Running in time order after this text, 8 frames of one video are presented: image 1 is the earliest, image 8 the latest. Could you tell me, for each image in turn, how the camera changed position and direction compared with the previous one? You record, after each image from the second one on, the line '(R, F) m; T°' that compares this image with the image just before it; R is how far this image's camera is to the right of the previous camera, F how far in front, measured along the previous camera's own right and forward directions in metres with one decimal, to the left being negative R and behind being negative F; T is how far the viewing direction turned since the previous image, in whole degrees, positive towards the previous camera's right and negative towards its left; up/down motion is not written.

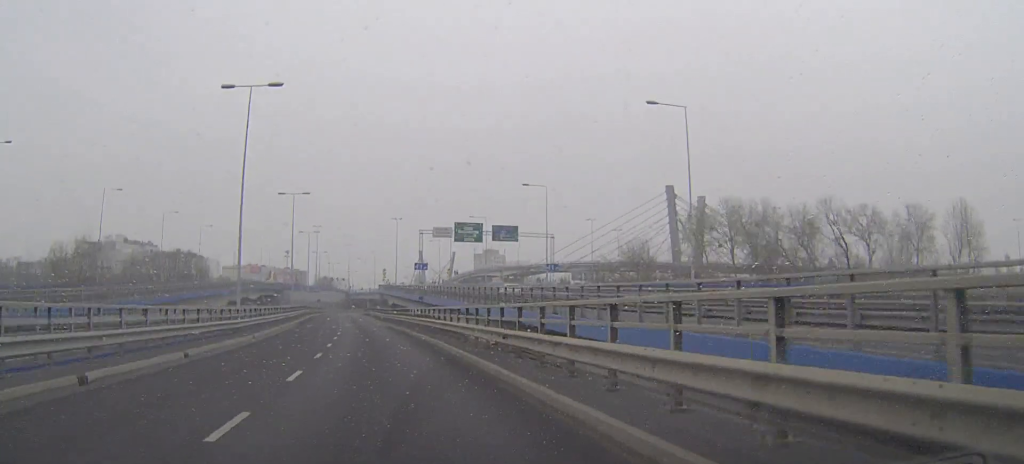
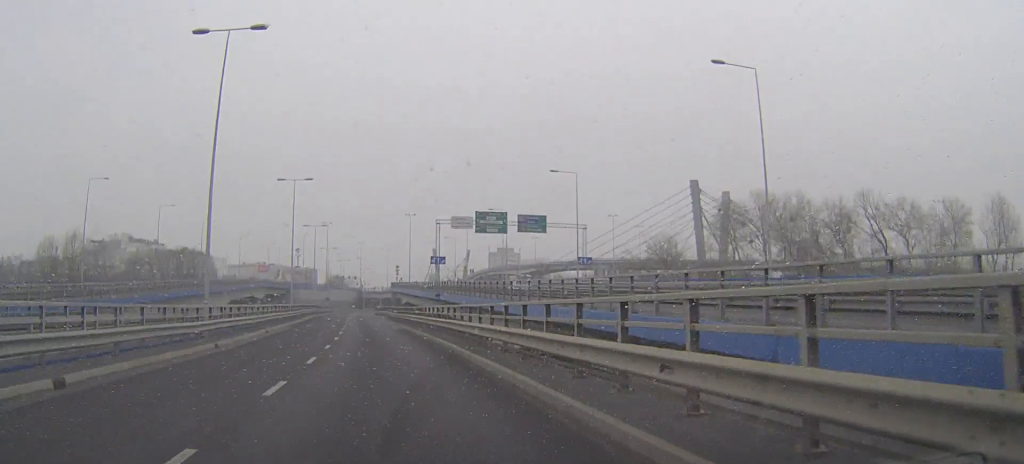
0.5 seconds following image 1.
(0.0, +8.7) m; -1°
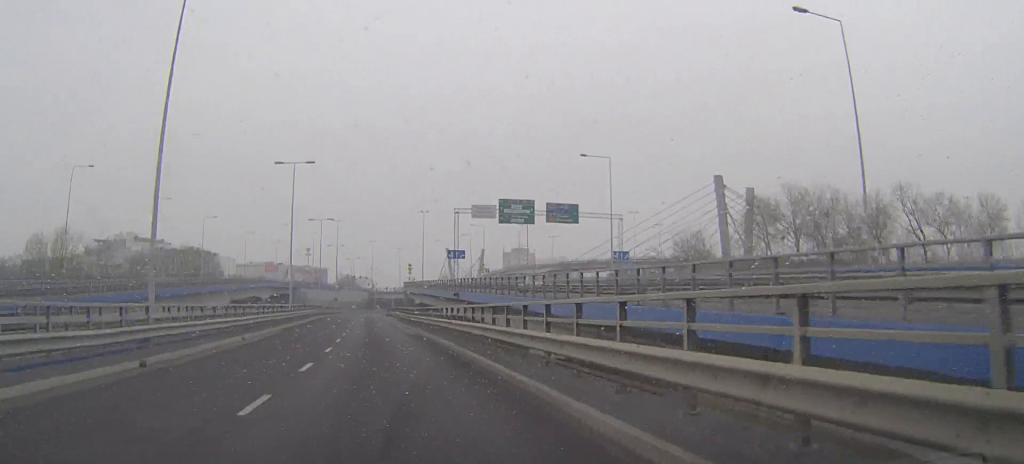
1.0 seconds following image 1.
(-0.1, +7.4) m; -1°
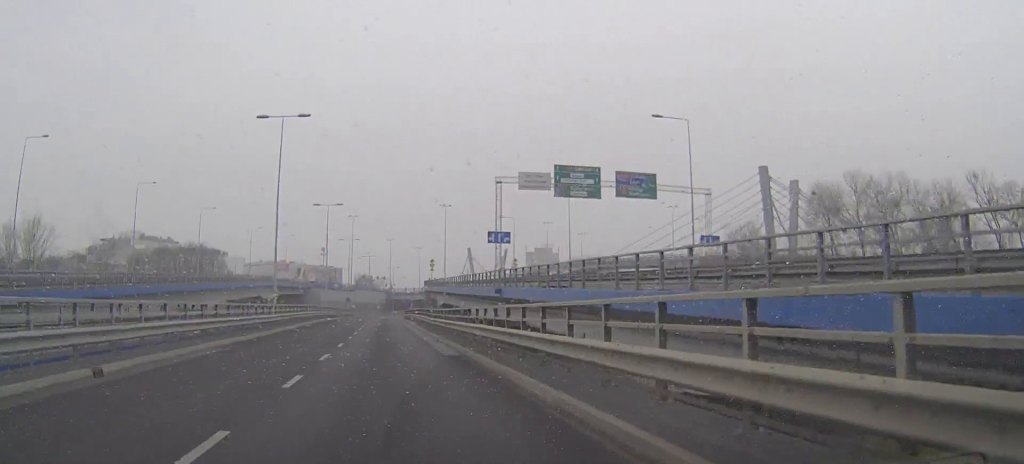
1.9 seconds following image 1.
(-0.2, +15.4) m; -1°
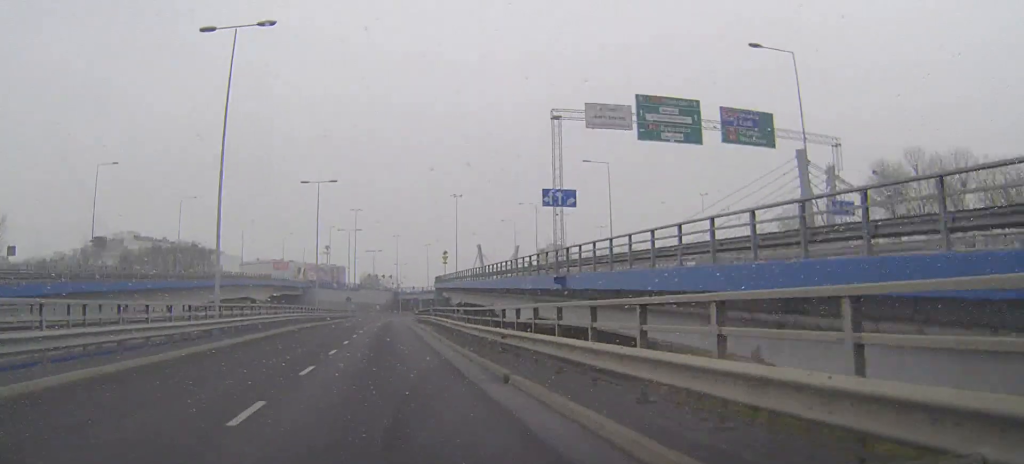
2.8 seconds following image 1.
(-0.2, +15.3) m; -1°
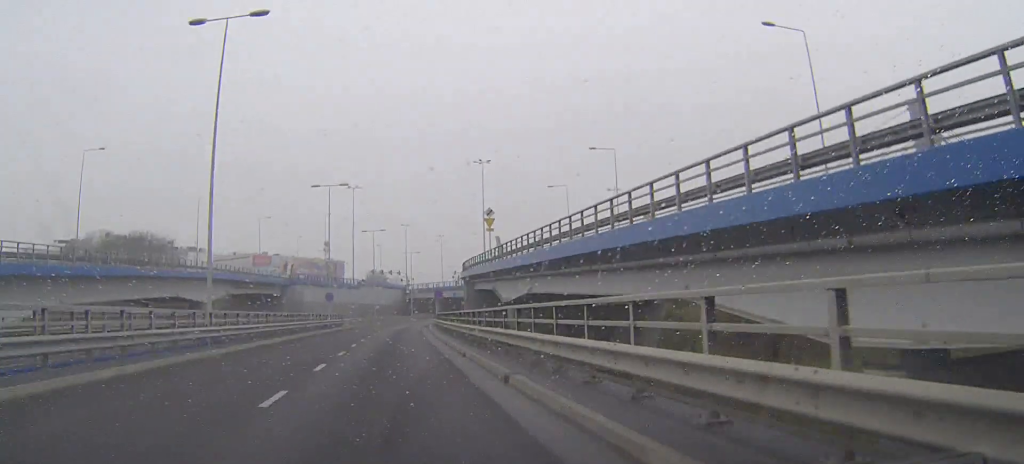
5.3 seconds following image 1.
(-0.4, +40.4) m; -1°
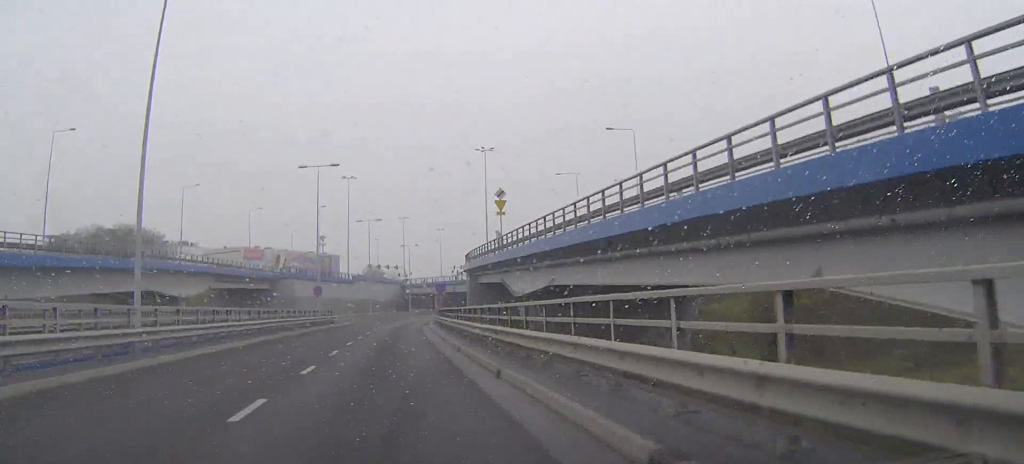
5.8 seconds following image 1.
(0.0, +7.6) m; 0°
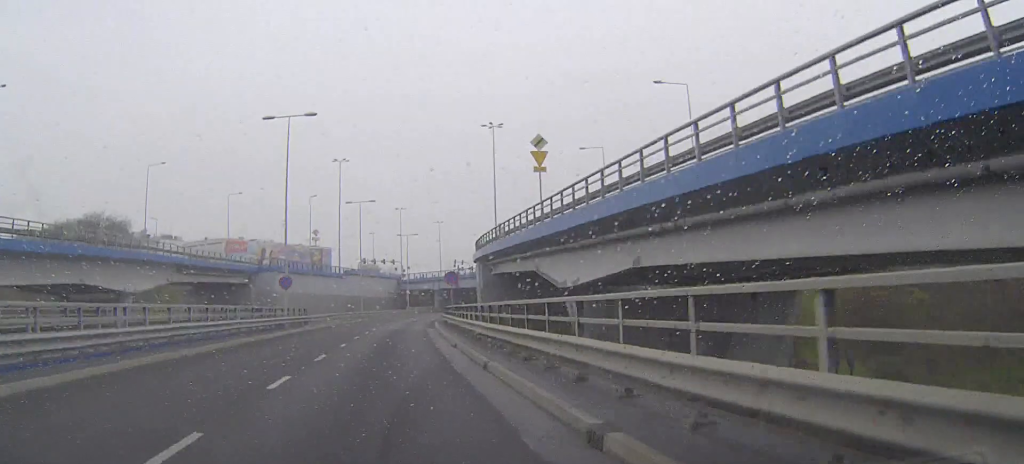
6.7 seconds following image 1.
(0.0, +14.5) m; 0°
